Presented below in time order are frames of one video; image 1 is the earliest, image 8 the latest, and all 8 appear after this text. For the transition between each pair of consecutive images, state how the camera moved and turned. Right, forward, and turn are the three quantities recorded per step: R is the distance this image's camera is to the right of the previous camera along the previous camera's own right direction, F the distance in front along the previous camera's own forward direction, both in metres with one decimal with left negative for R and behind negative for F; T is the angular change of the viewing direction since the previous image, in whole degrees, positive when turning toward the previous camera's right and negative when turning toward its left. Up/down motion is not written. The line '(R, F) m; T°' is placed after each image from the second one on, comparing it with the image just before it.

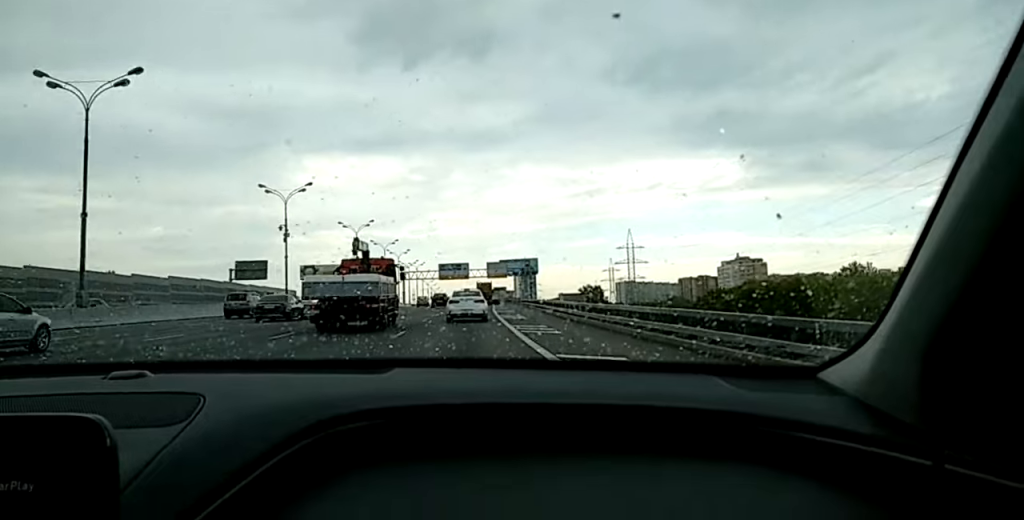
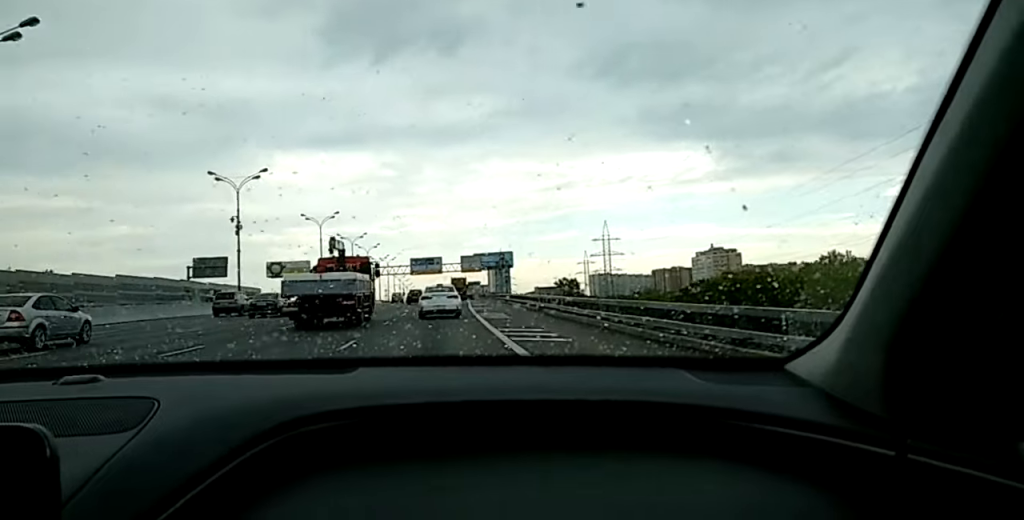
(-0.1, +6.1) m; +1°
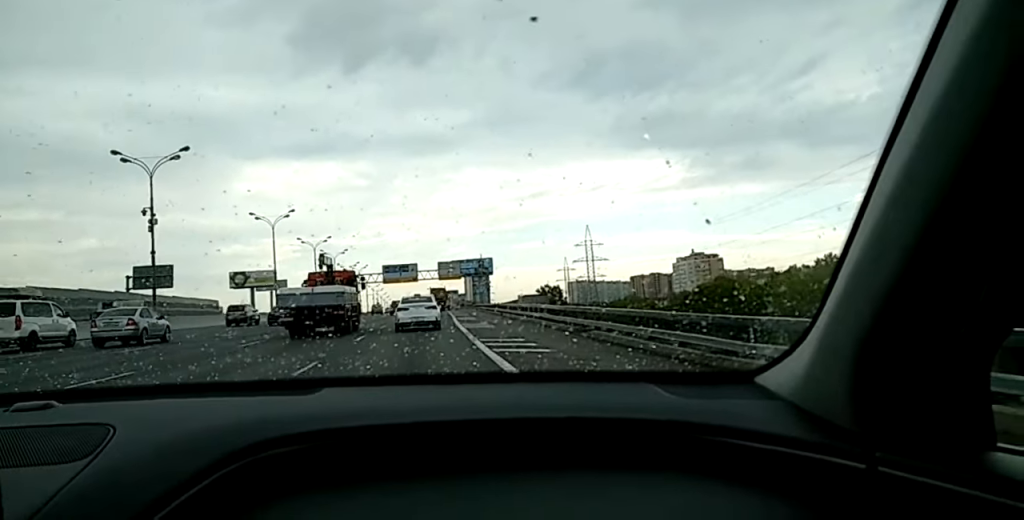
(+0.4, +15.0) m; 0°
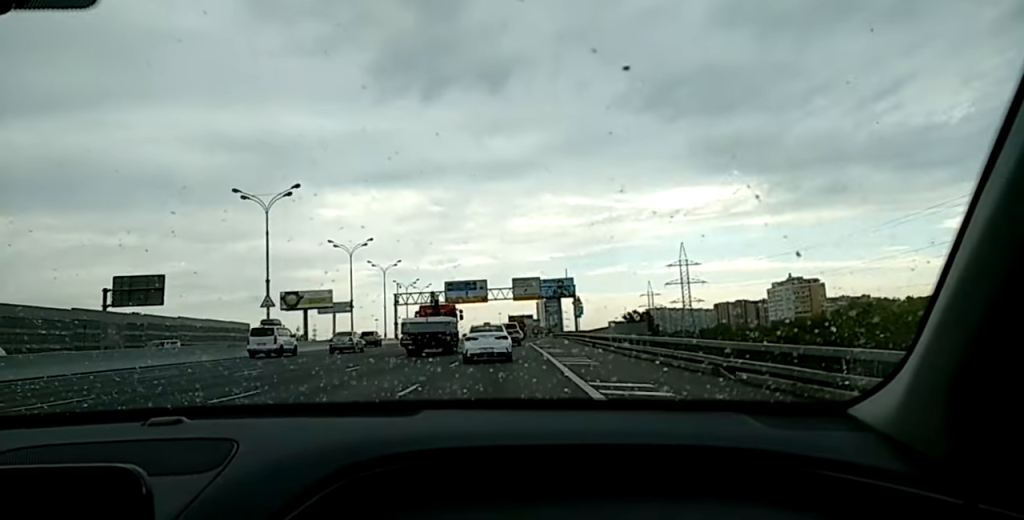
(-1.1, +35.4) m; -1°
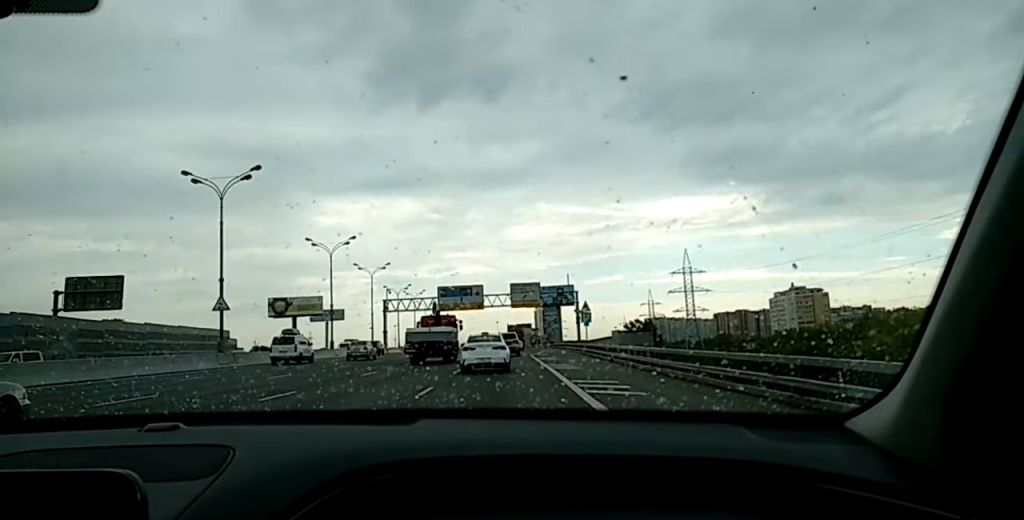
(+0.2, +9.8) m; -1°
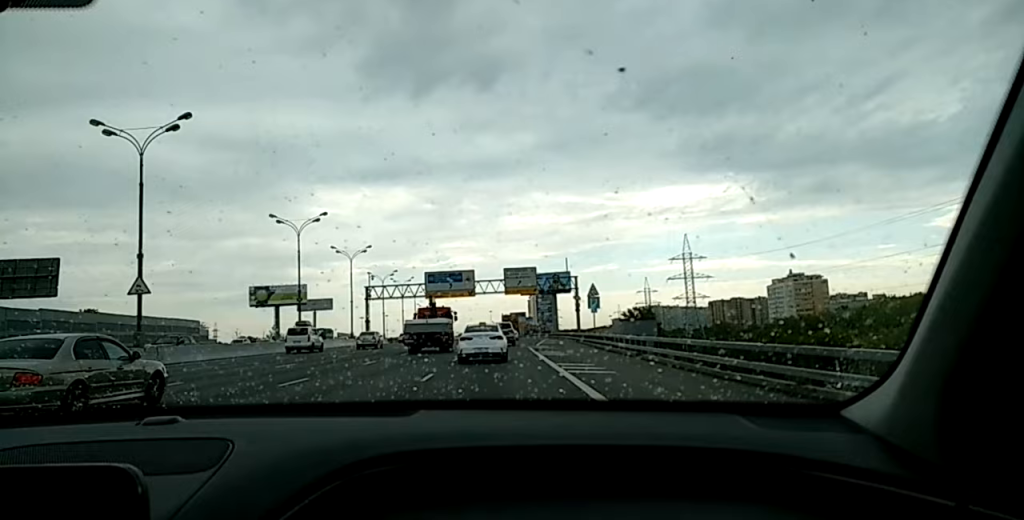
(0.0, +10.5) m; -1°
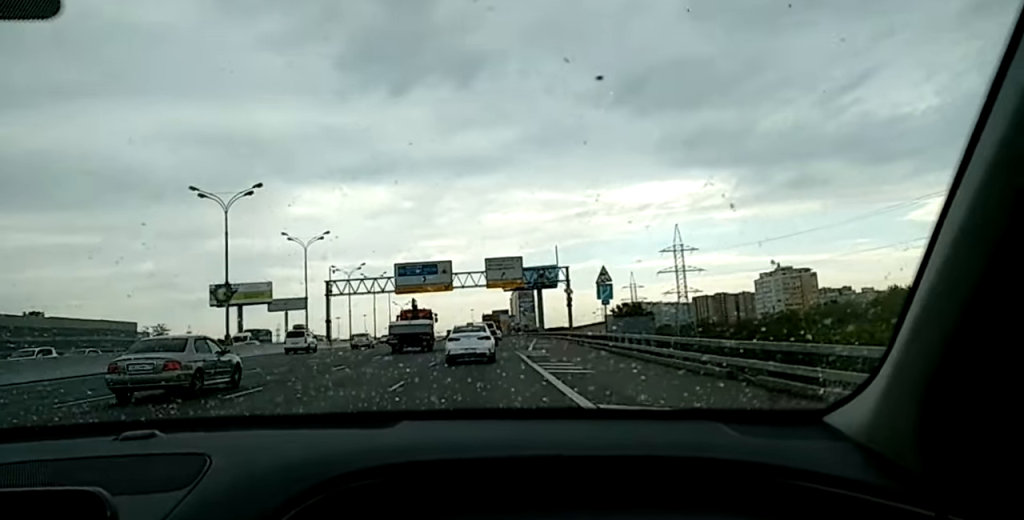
(-0.5, +14.4) m; -1°
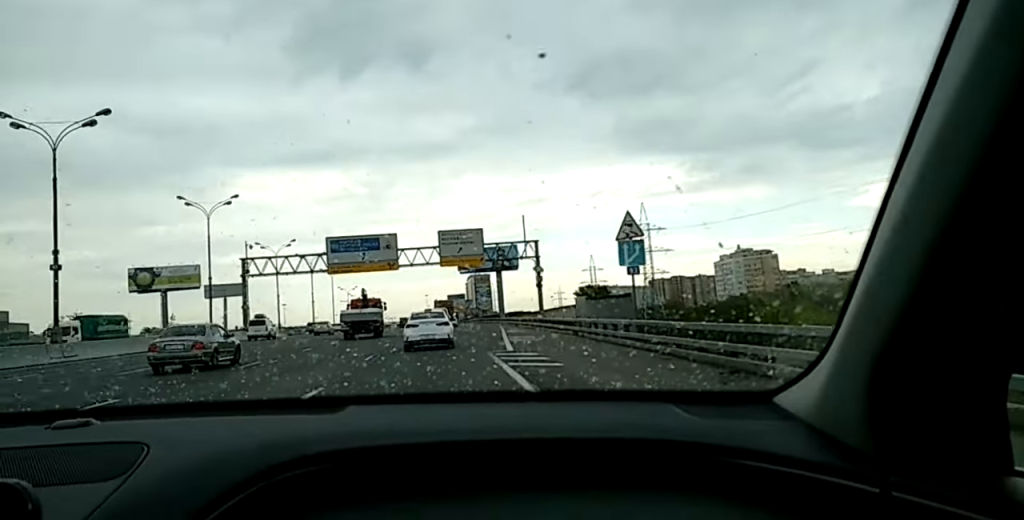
(+0.4, +16.5) m; +2°
